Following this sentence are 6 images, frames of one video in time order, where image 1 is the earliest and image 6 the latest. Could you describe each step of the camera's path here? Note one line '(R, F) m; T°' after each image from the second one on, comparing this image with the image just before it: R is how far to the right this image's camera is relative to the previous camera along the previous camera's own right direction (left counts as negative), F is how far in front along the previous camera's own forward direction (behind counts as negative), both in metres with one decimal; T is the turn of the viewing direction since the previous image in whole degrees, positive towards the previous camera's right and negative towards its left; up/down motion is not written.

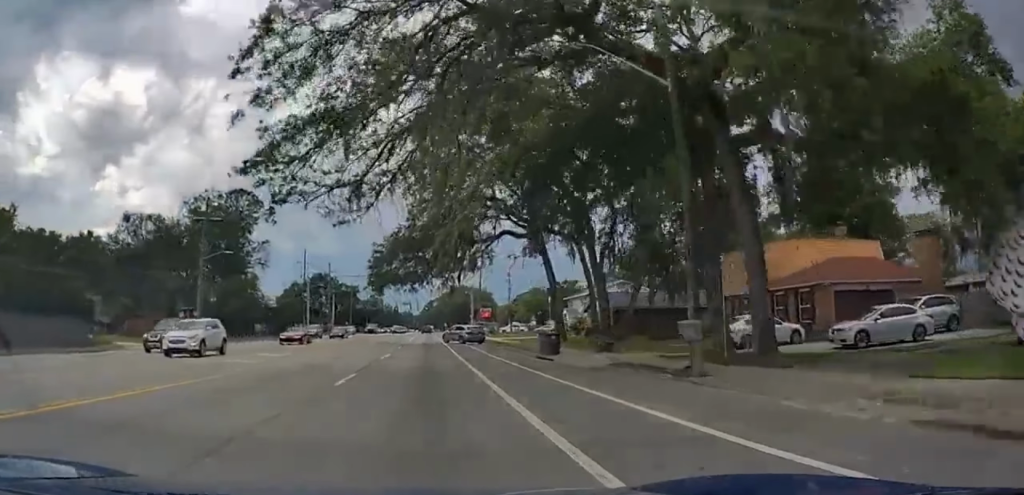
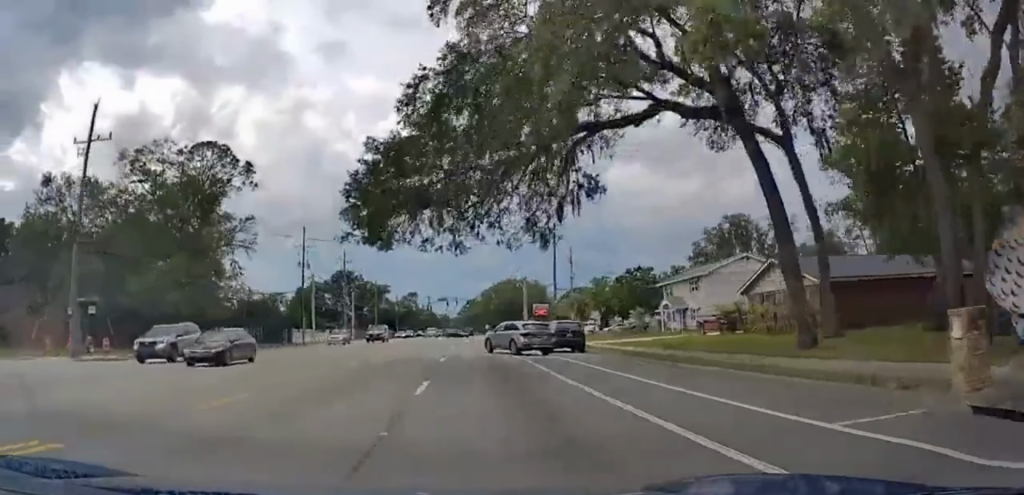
(+0.3, +26.1) m; -1°
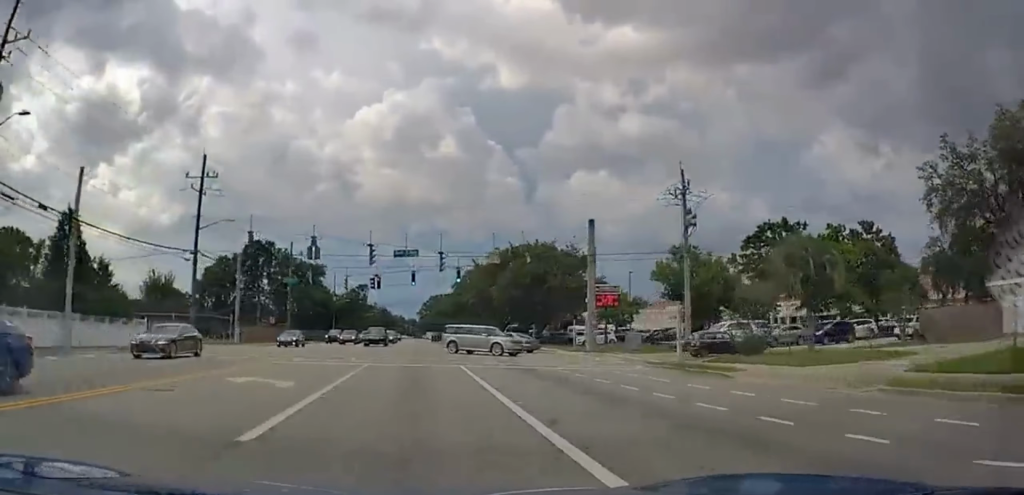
(-1.7, +55.1) m; 0°
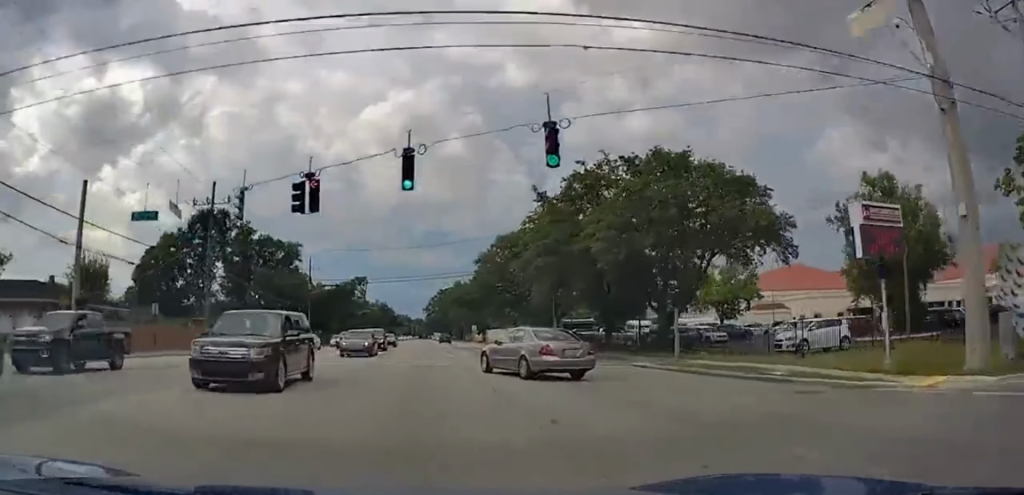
(+1.0, +32.9) m; +2°
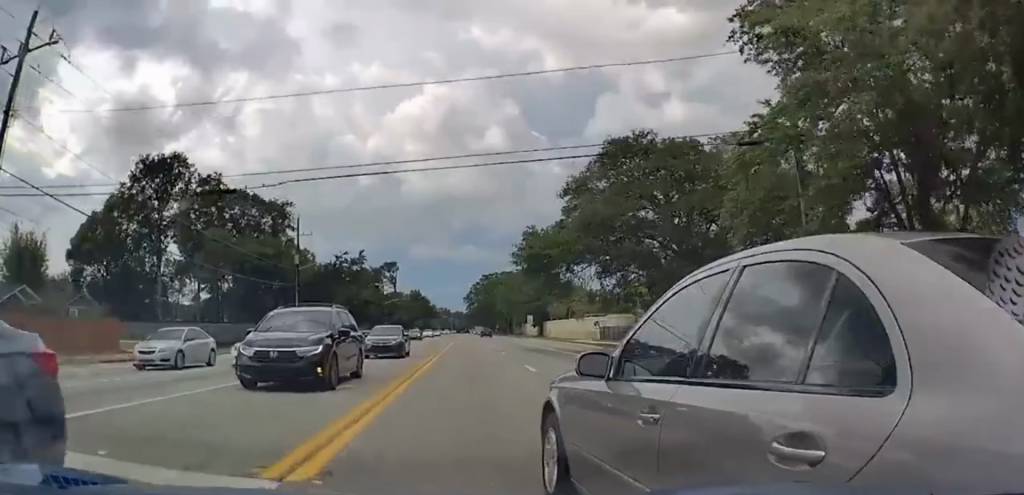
(-0.3, +30.3) m; -3°
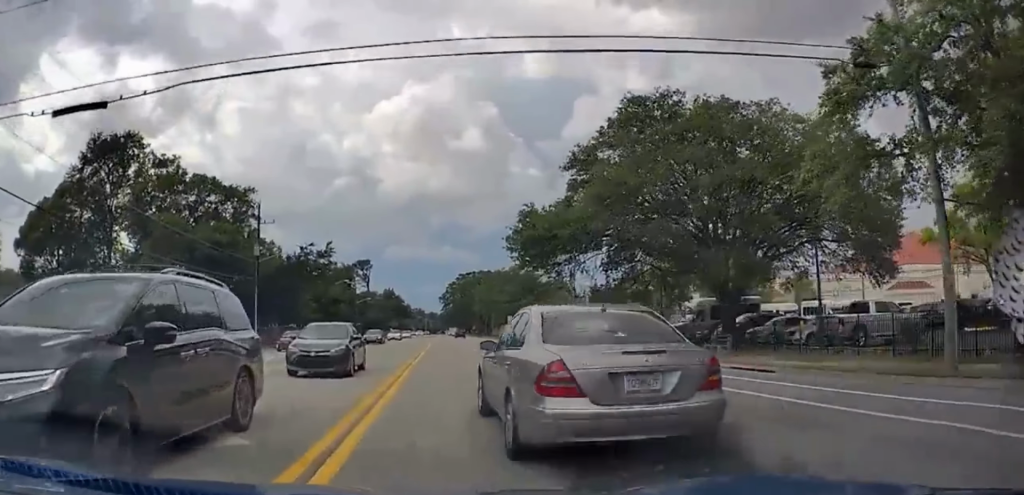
(-0.3, +9.8) m; -2°
